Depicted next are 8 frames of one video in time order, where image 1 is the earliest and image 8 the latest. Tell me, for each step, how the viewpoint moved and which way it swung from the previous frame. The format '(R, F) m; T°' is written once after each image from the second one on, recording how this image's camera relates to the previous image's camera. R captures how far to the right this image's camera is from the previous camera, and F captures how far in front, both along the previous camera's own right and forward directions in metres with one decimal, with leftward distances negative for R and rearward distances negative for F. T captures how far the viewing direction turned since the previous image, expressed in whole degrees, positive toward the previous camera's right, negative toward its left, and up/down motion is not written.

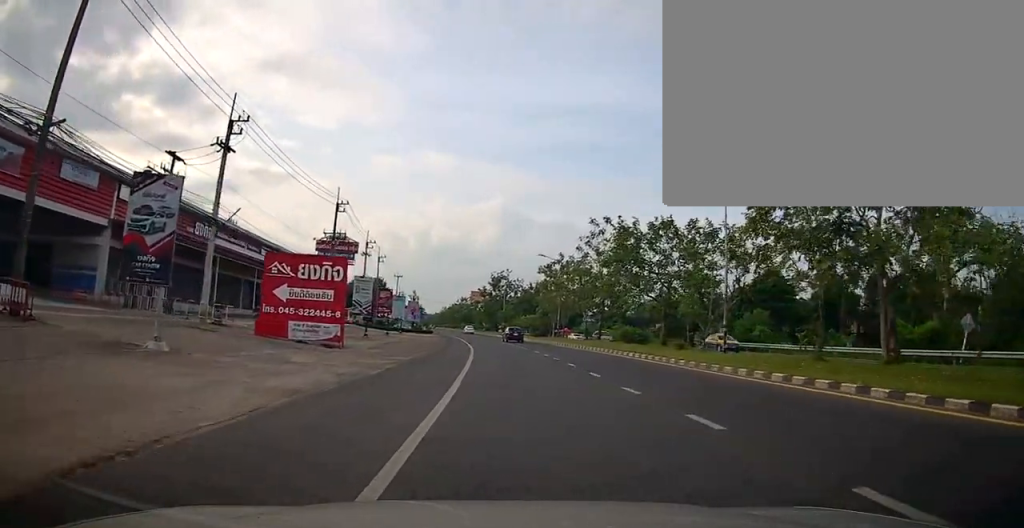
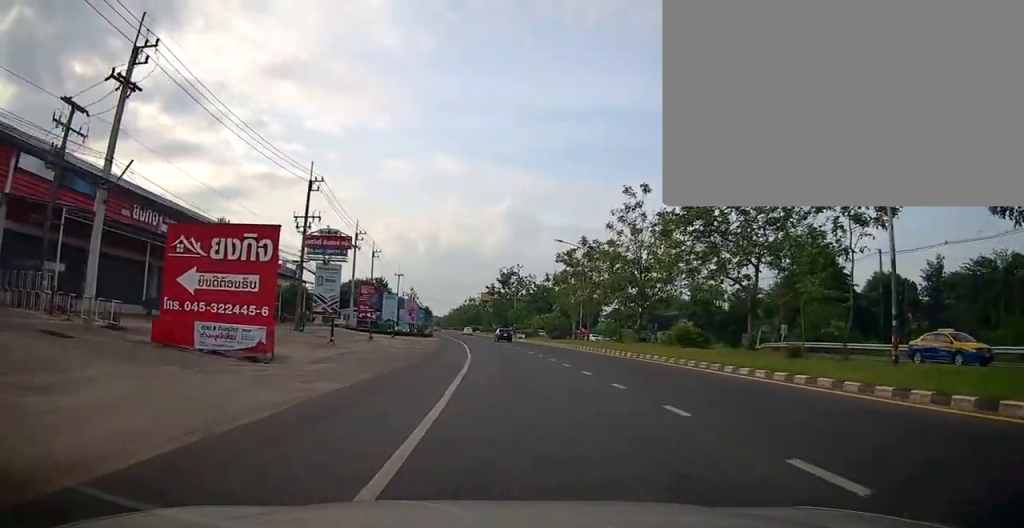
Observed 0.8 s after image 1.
(+0.2, +11.0) m; -1°
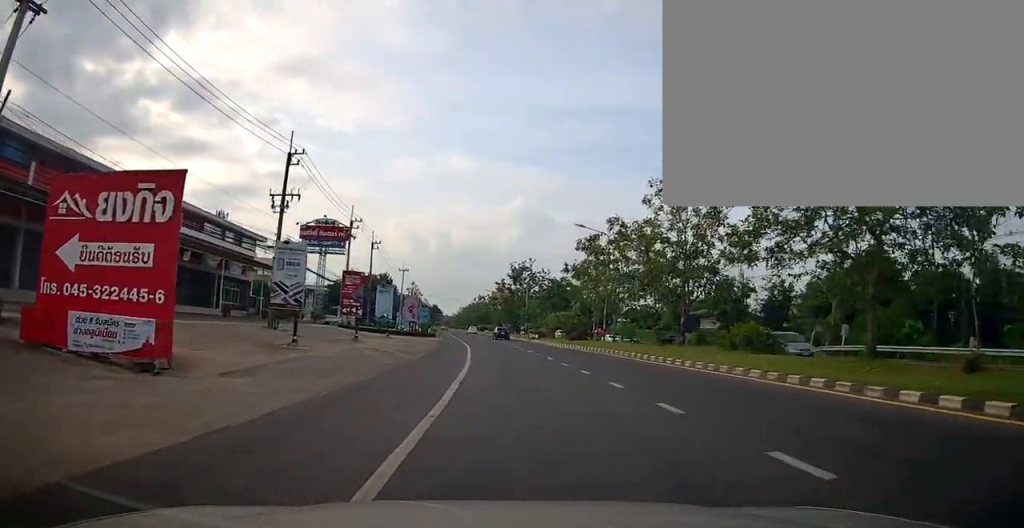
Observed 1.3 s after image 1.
(+0.2, +7.5) m; -1°
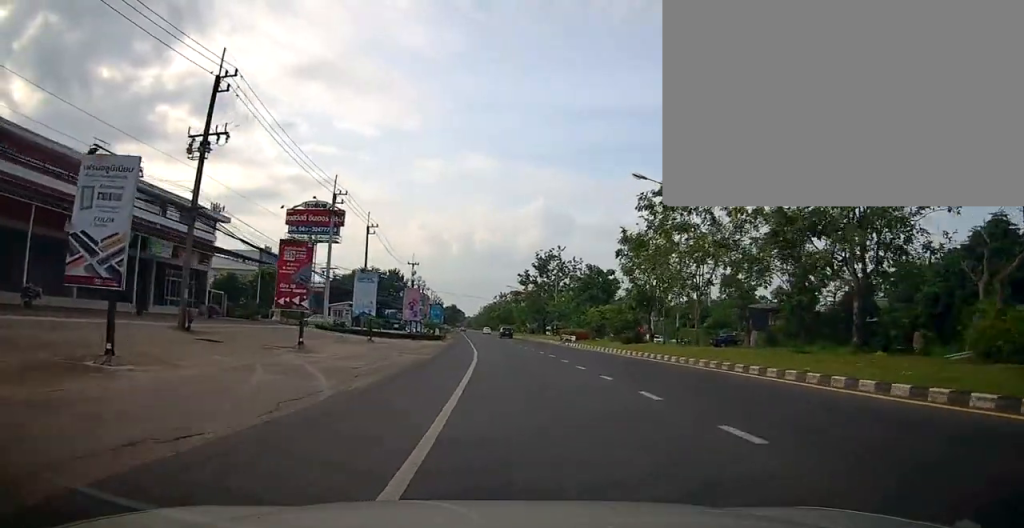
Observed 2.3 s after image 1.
(-0.7, +14.4) m; -3°
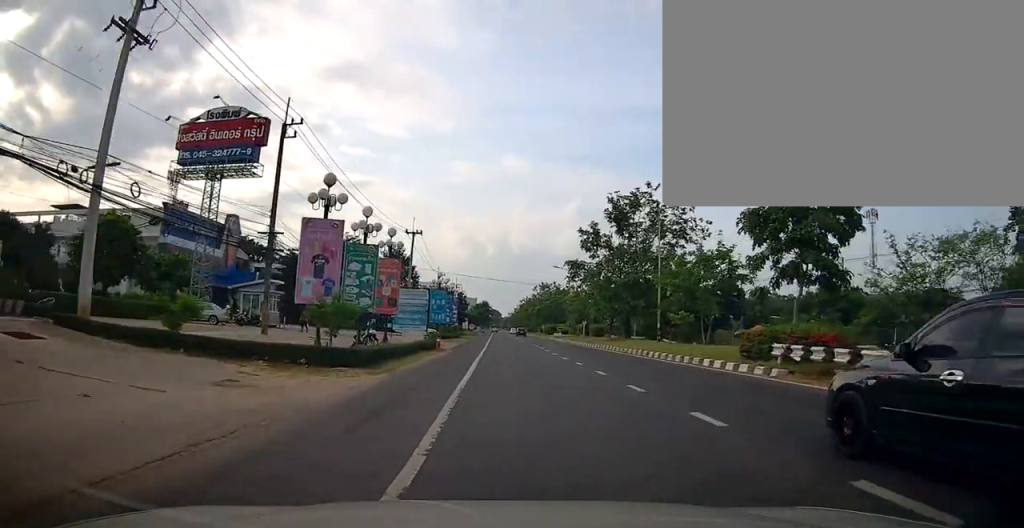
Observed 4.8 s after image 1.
(-1.5, +35.3) m; -4°
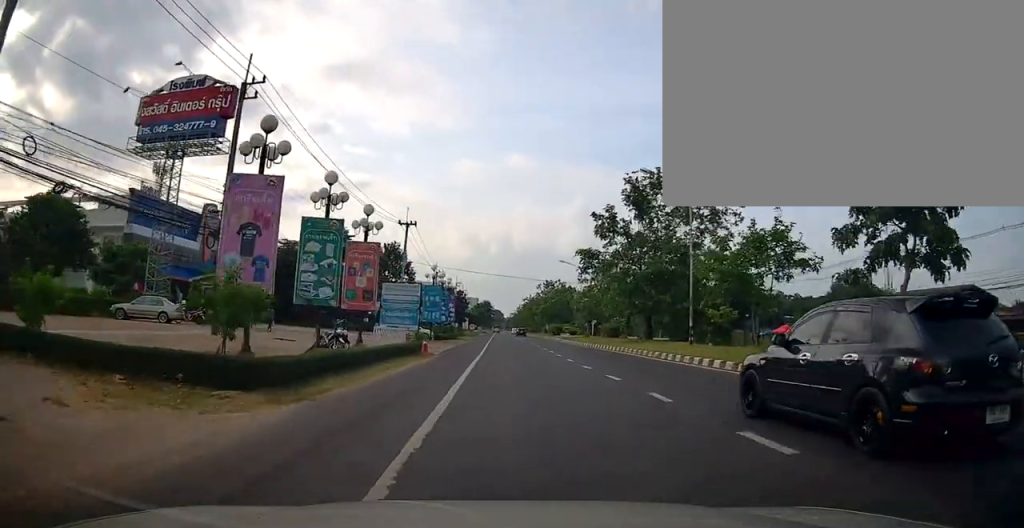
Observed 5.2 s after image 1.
(+0.2, +6.0) m; 0°
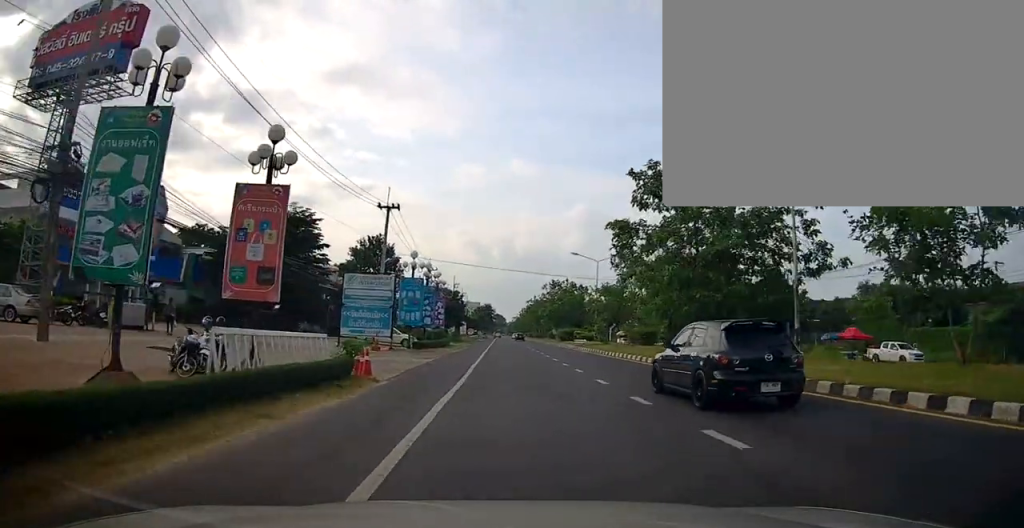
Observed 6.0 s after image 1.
(-0.5, +11.4) m; -2°
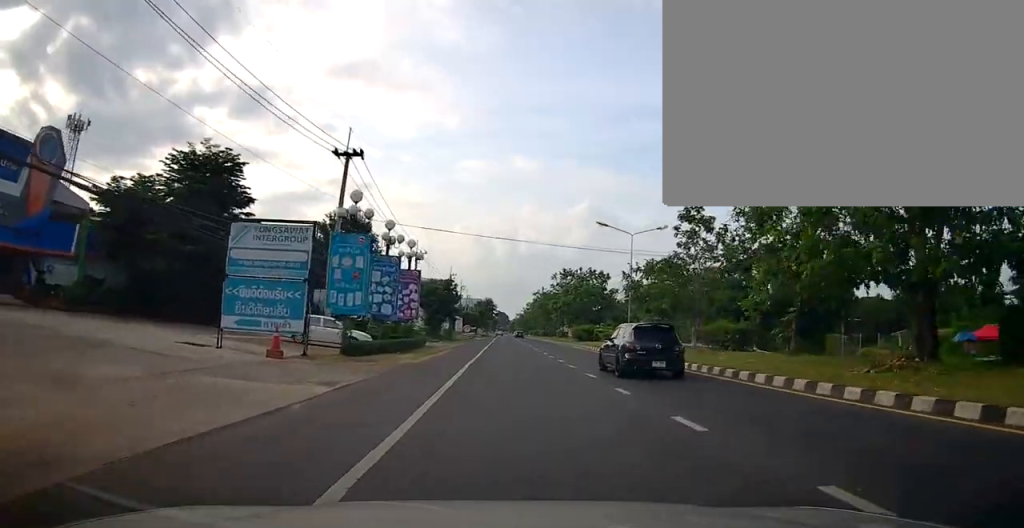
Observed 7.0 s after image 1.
(-0.2, +15.2) m; +2°
